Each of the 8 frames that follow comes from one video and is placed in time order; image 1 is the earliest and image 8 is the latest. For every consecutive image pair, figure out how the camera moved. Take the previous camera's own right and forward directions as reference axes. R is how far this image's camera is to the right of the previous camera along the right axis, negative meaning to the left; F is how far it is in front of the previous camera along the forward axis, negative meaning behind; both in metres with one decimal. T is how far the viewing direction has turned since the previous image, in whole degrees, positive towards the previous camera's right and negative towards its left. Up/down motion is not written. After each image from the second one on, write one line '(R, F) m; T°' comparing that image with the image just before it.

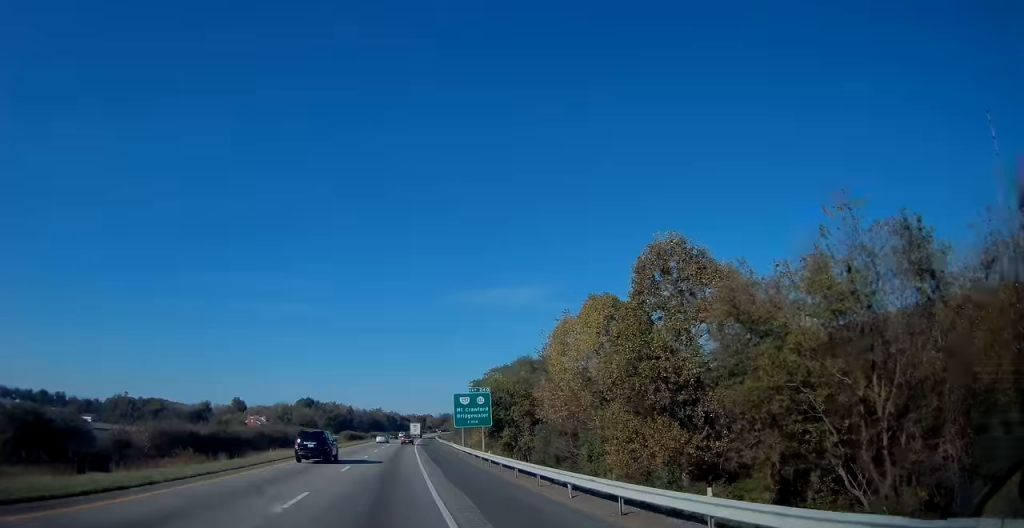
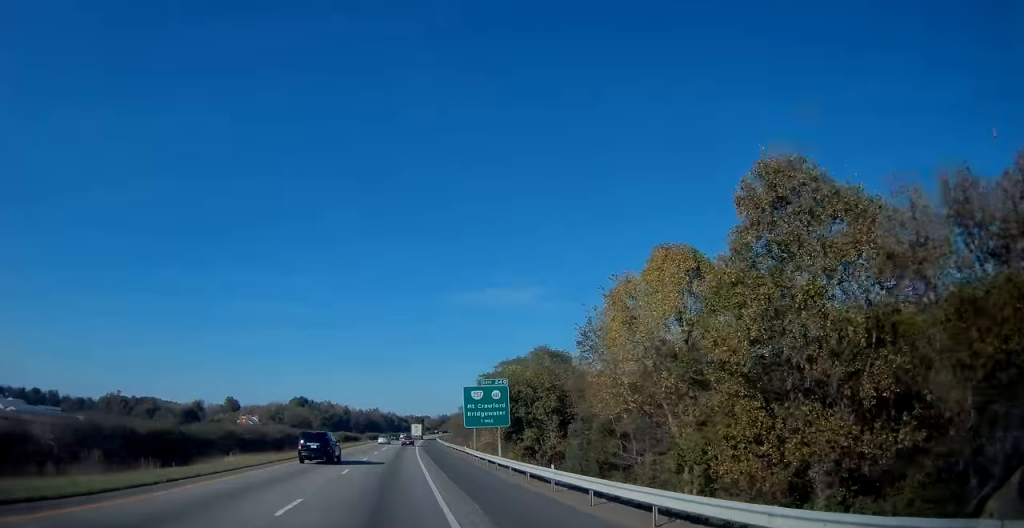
(0.0, +13.1) m; 0°
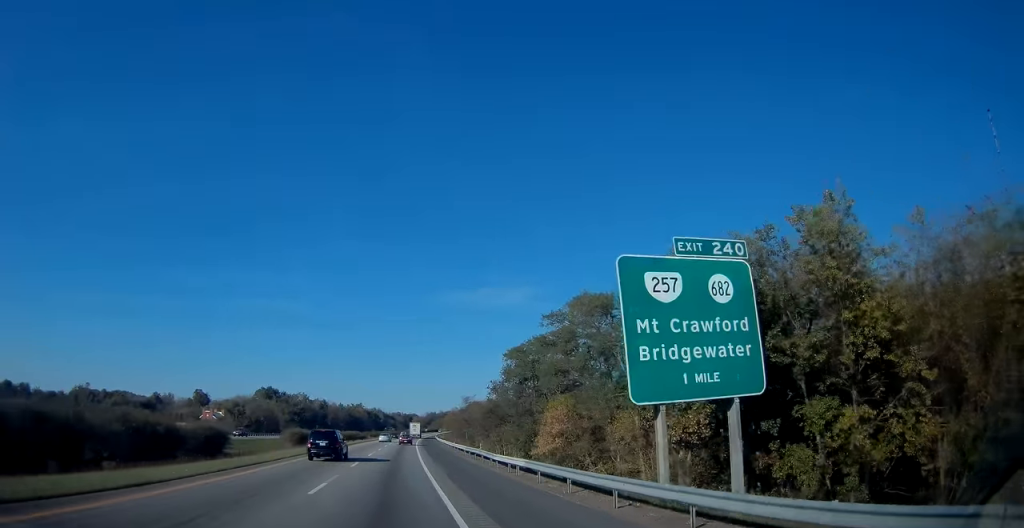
(+0.8, +45.0) m; +1°
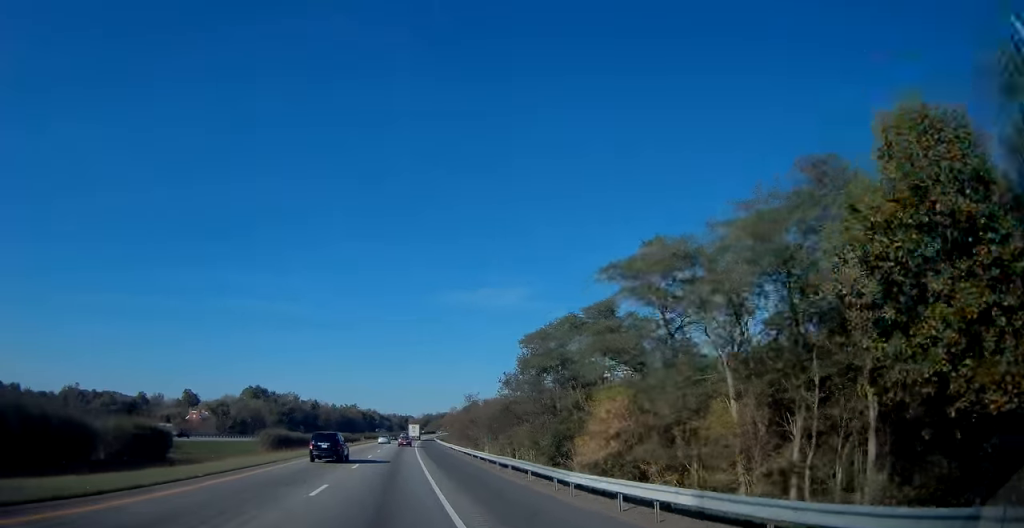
(0.0, +13.8) m; 0°
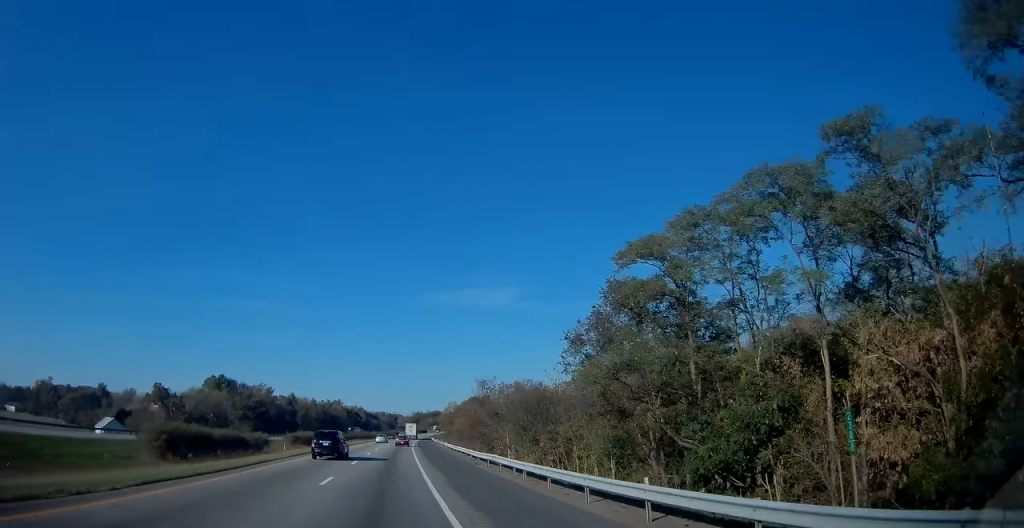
(+0.1, +34.3) m; +1°
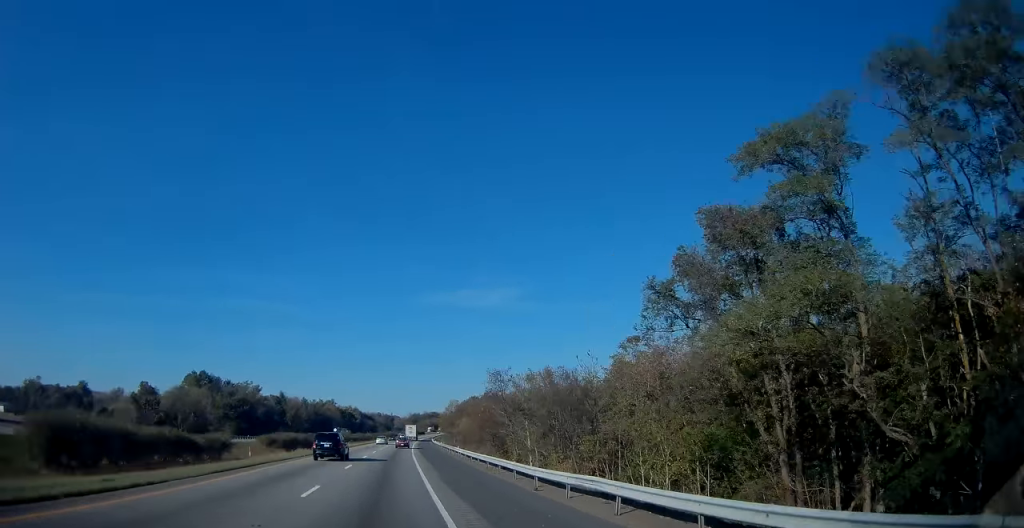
(+0.2, +15.6) m; +1°
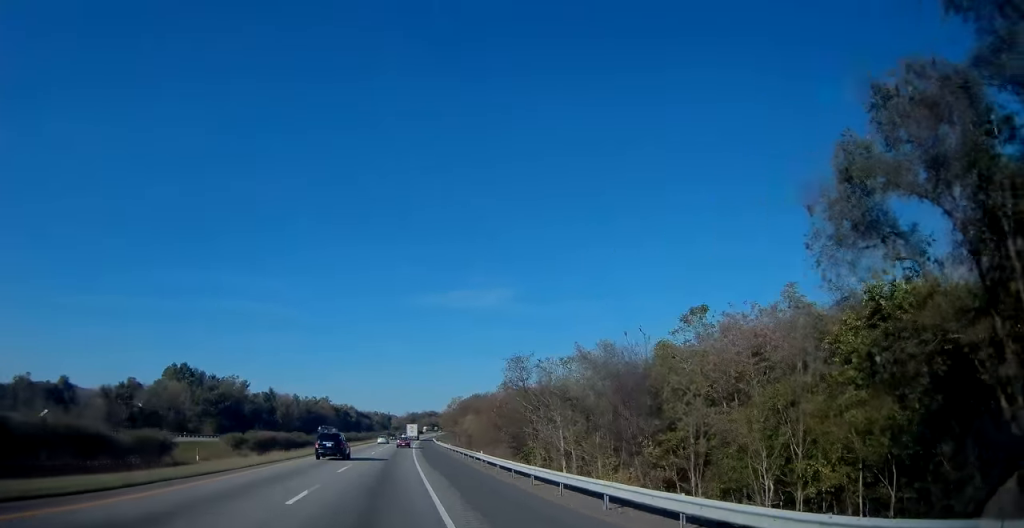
(0.0, +14.7) m; 0°
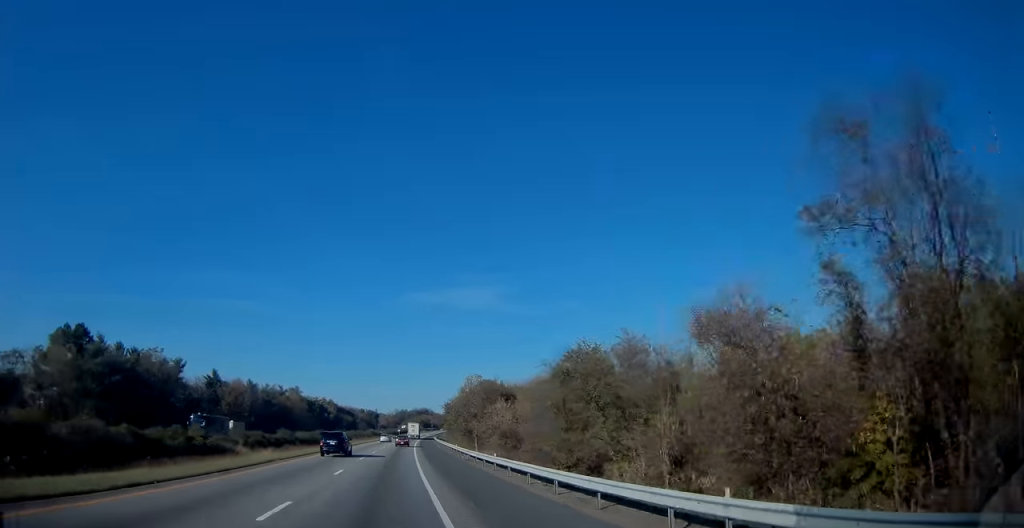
(+0.6, +52.8) m; +1°
